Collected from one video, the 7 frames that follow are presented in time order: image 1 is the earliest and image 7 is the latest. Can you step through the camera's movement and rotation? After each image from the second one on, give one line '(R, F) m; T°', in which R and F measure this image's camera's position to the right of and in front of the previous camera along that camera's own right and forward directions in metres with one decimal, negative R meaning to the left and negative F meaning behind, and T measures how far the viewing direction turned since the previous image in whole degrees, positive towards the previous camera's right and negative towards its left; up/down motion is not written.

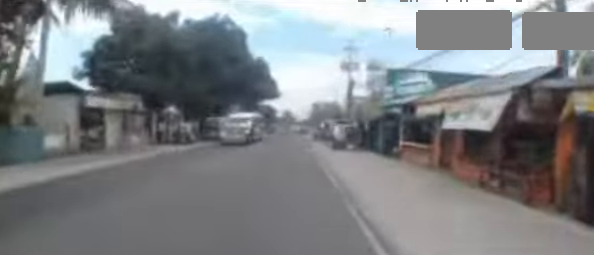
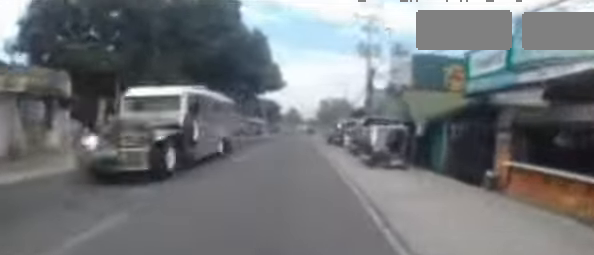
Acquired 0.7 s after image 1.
(0.0, +6.7) m; 0°
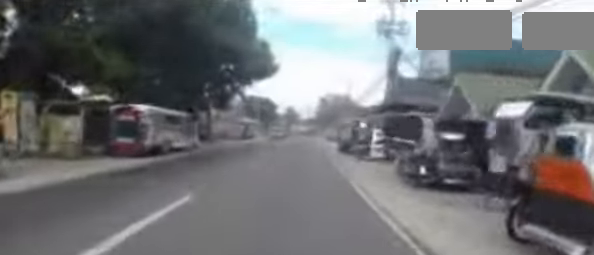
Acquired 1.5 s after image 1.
(0.0, +8.2) m; +2°
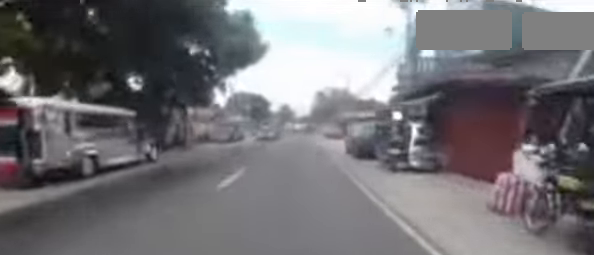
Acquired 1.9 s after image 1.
(0.0, +4.8) m; +1°
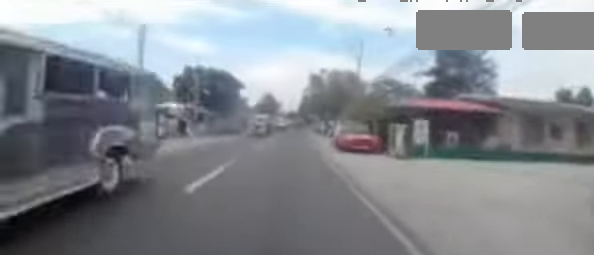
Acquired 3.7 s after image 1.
(+0.7, +18.6) m; +2°
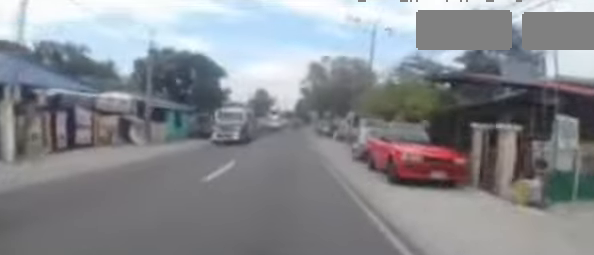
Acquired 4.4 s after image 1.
(0.0, +7.8) m; 0°
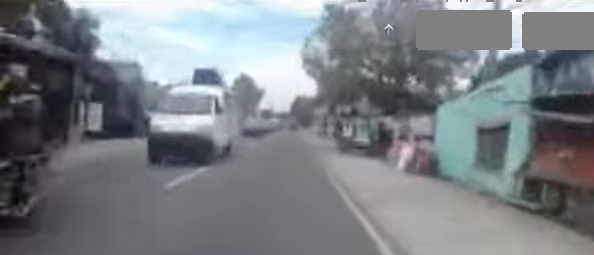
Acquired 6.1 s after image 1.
(0.0, +19.4) m; 0°
